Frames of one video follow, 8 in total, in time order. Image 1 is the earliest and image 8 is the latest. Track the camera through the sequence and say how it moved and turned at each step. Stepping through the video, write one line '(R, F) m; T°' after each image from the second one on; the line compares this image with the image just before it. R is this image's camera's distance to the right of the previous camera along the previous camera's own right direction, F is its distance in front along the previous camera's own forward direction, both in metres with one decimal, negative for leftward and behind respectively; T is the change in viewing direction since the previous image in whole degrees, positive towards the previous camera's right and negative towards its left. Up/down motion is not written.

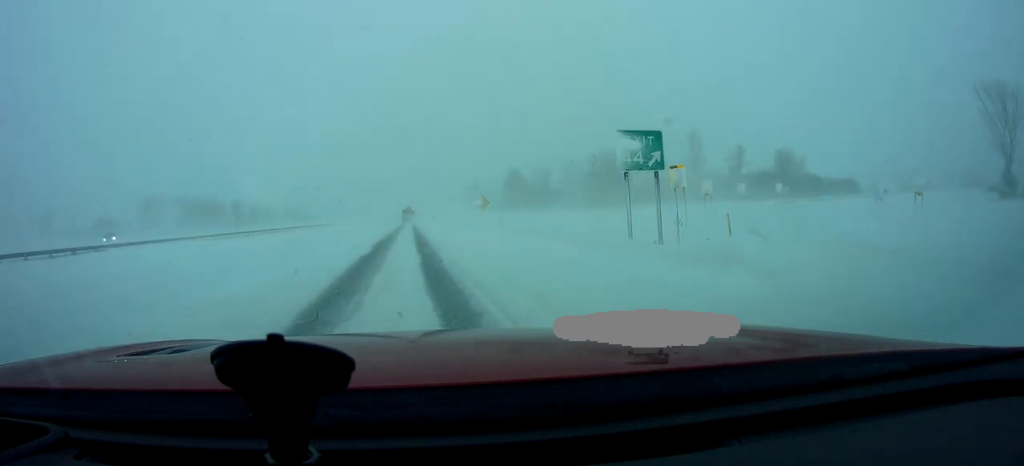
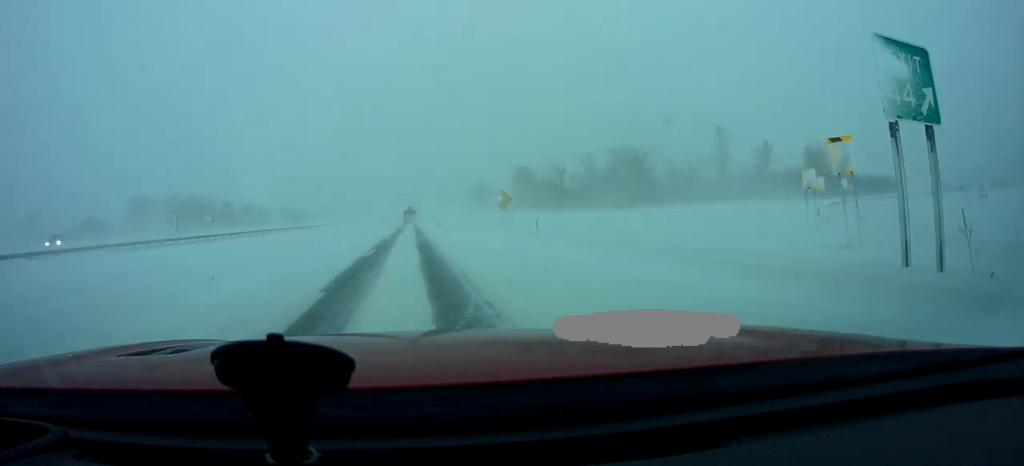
(-0.2, +12.4) m; +1°
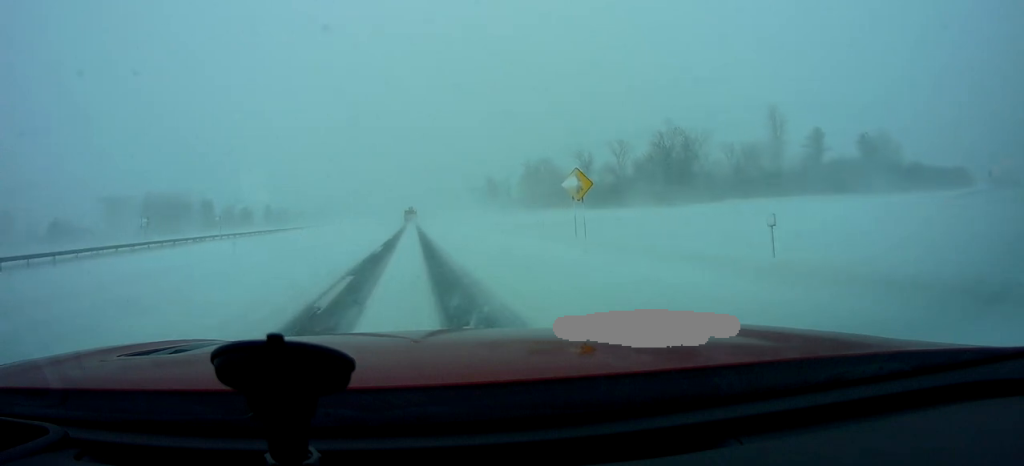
(+0.6, +21.7) m; 0°
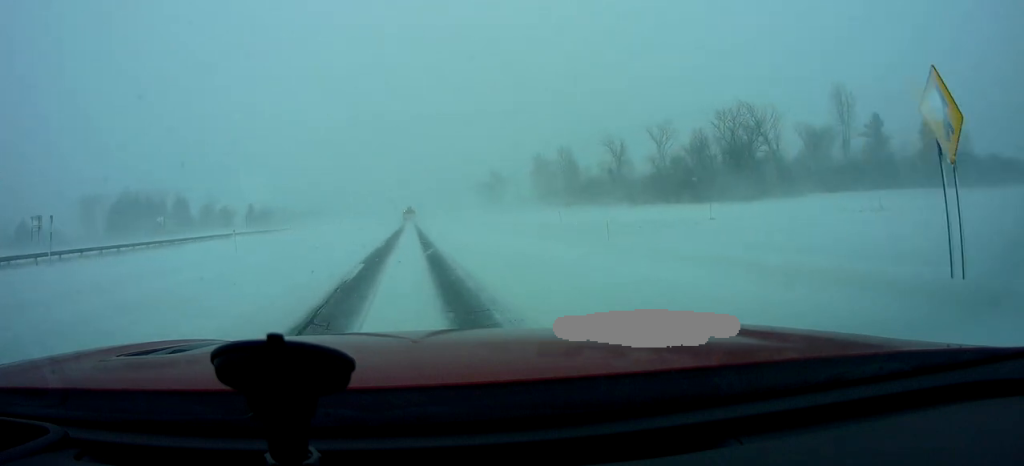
(-0.5, +20.9) m; -1°
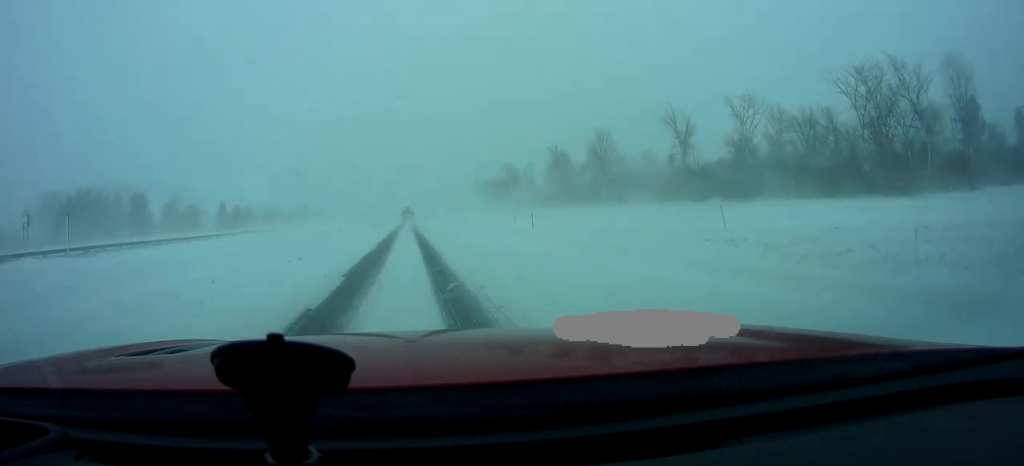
(-0.1, +27.3) m; 0°
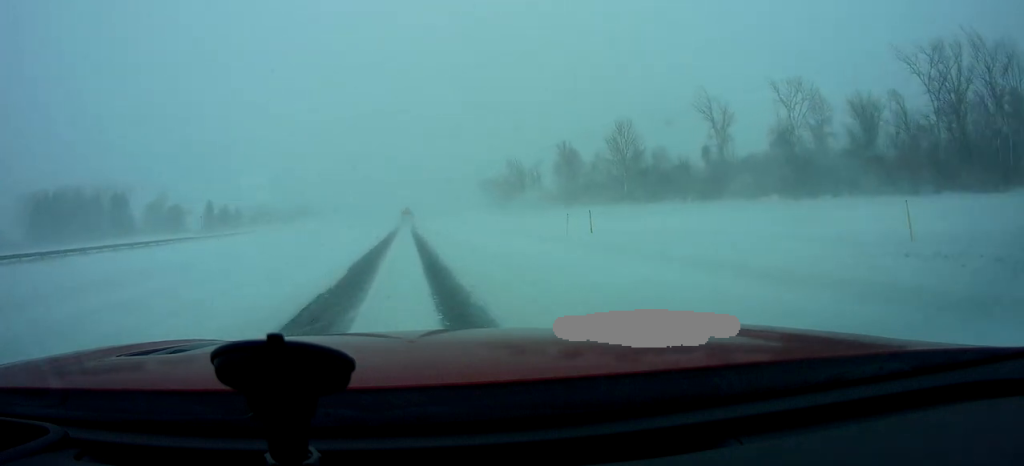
(0.0, +10.5) m; +1°
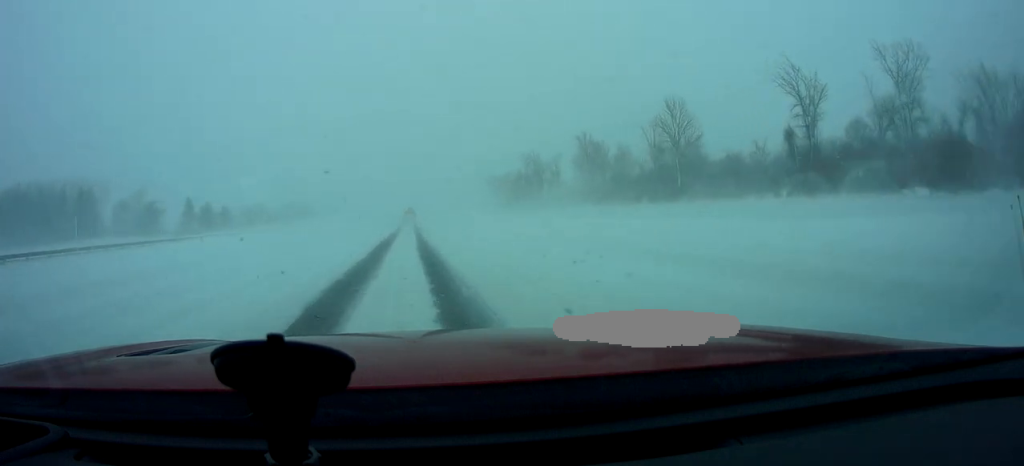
(+0.4, +17.2) m; +1°
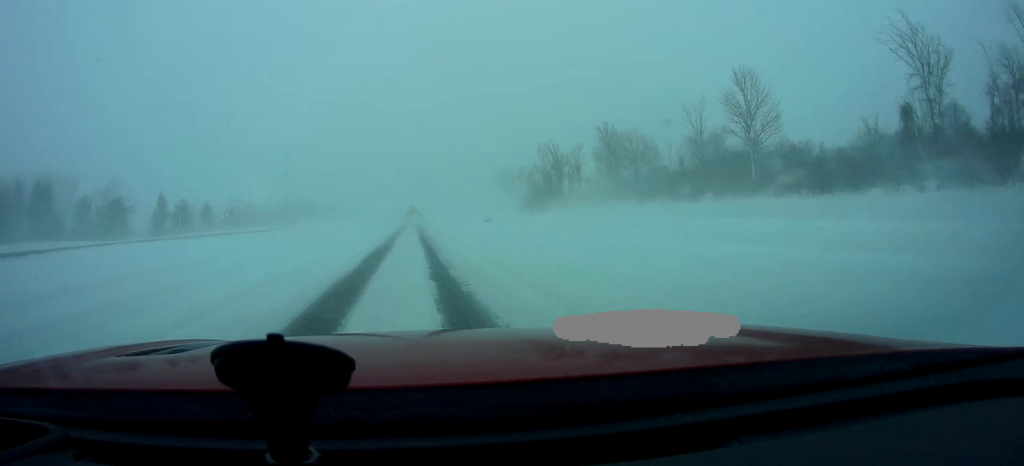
(+0.1, +16.7) m; -2°
